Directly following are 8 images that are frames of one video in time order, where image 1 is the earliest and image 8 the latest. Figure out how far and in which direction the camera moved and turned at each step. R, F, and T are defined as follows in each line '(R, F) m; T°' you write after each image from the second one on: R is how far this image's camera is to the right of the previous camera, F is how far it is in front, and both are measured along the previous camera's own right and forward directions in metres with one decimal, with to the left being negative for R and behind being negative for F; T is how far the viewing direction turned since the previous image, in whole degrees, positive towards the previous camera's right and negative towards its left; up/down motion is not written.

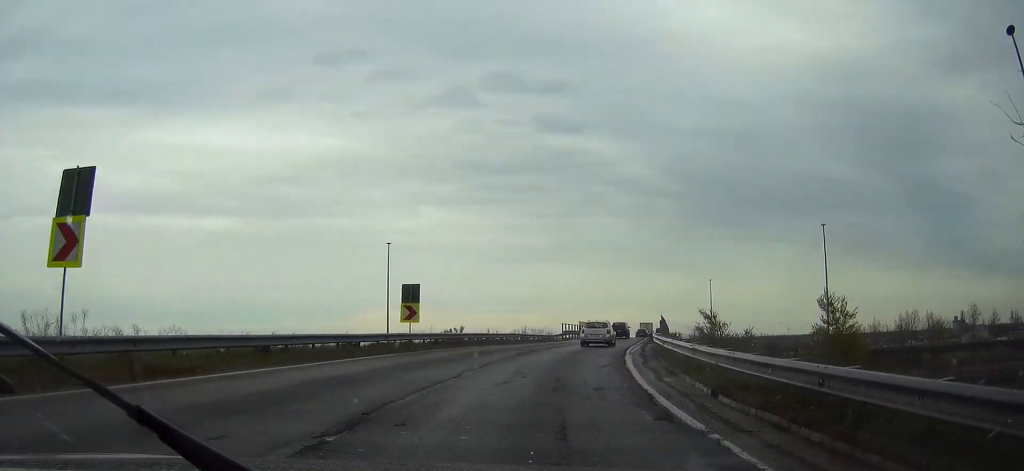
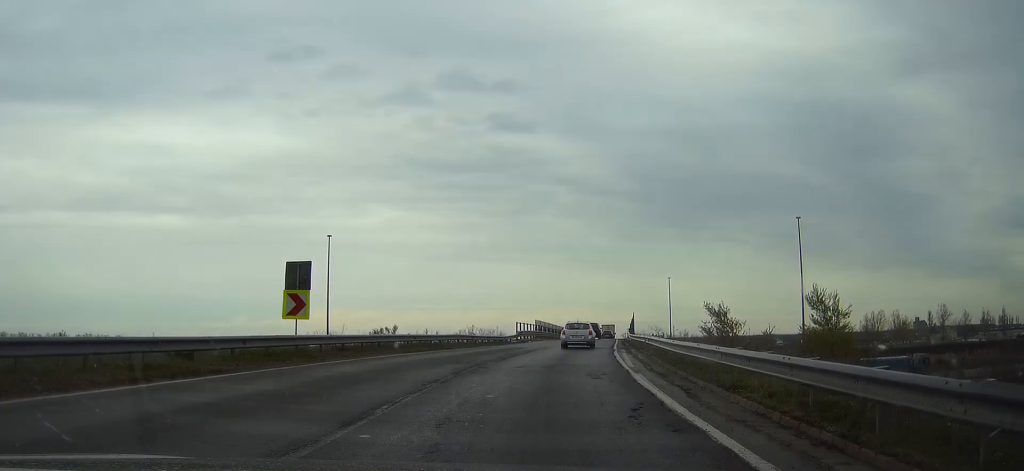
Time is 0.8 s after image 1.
(+0.5, +11.0) m; +4°
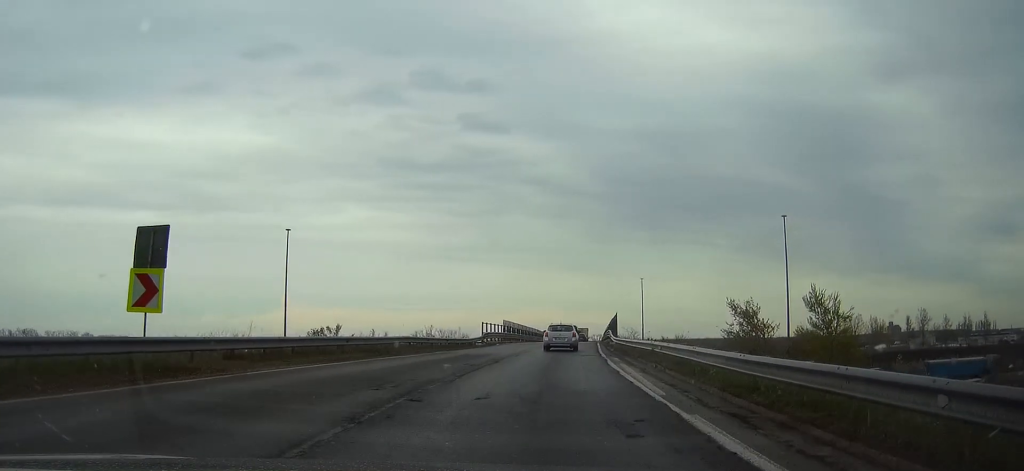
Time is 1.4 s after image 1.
(+0.3, +7.9) m; +2°
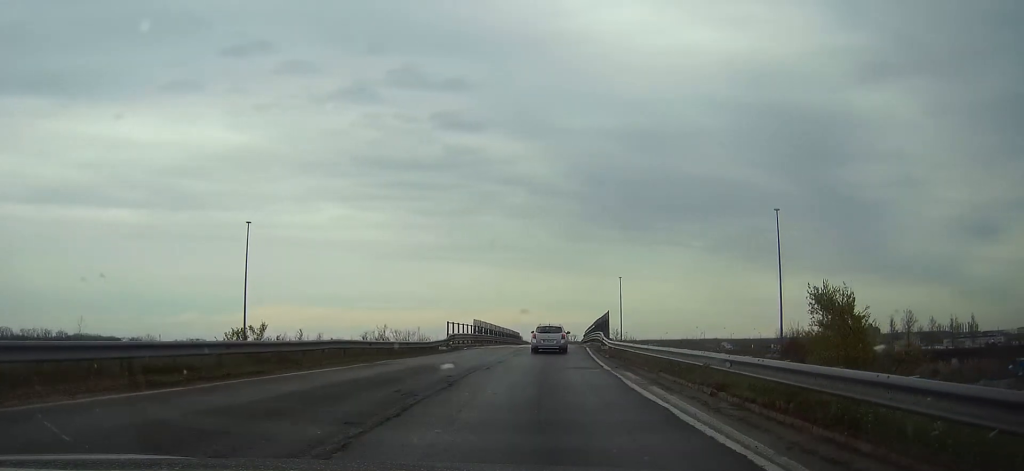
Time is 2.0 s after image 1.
(+0.1, +8.8) m; +2°
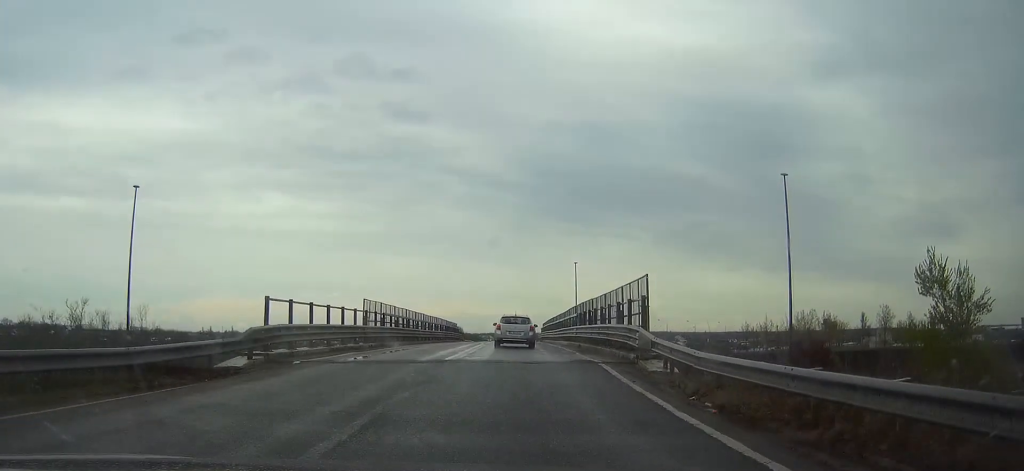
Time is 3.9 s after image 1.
(+1.1, +26.0) m; +4°
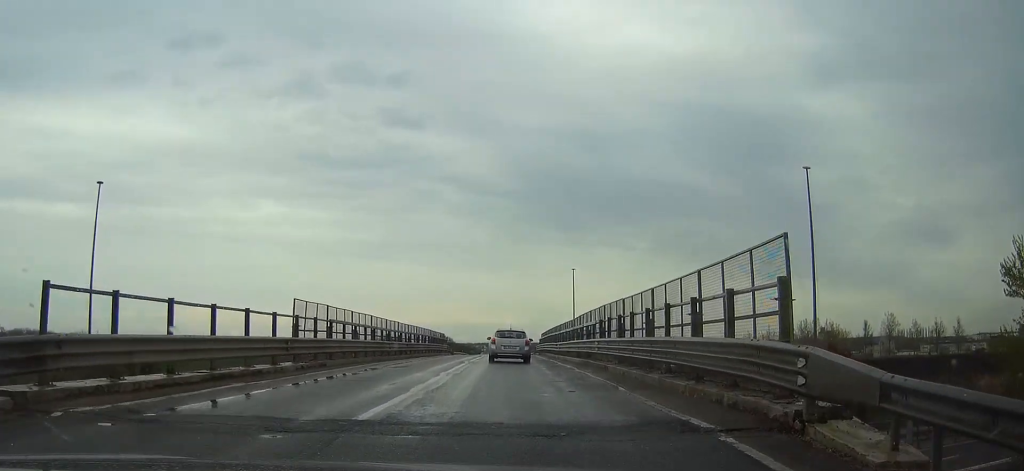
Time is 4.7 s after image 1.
(+0.1, +10.1) m; +1°
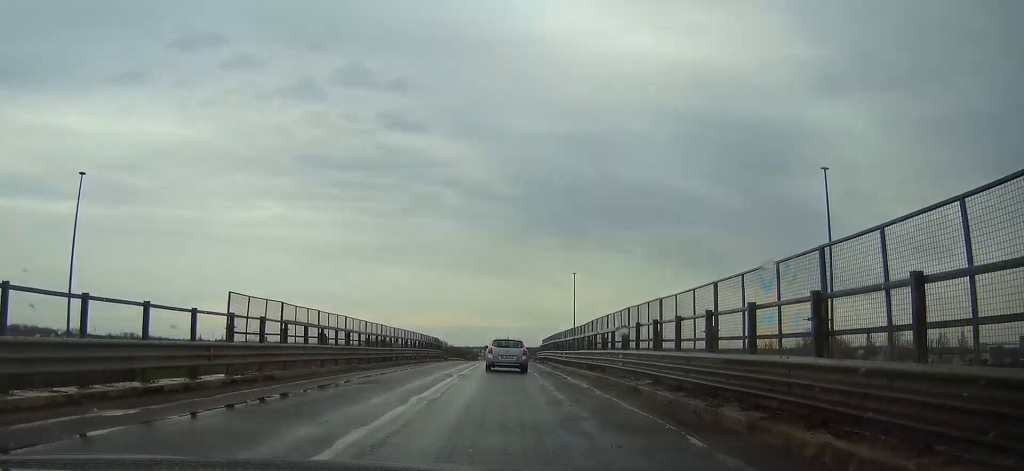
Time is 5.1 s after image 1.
(0.0, +5.6) m; 0°
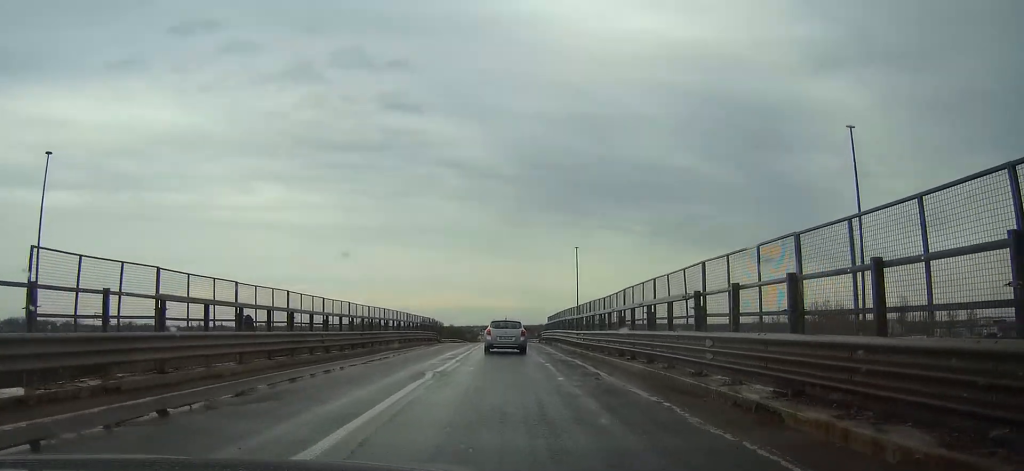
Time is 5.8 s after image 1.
(+0.1, +8.5) m; 0°
